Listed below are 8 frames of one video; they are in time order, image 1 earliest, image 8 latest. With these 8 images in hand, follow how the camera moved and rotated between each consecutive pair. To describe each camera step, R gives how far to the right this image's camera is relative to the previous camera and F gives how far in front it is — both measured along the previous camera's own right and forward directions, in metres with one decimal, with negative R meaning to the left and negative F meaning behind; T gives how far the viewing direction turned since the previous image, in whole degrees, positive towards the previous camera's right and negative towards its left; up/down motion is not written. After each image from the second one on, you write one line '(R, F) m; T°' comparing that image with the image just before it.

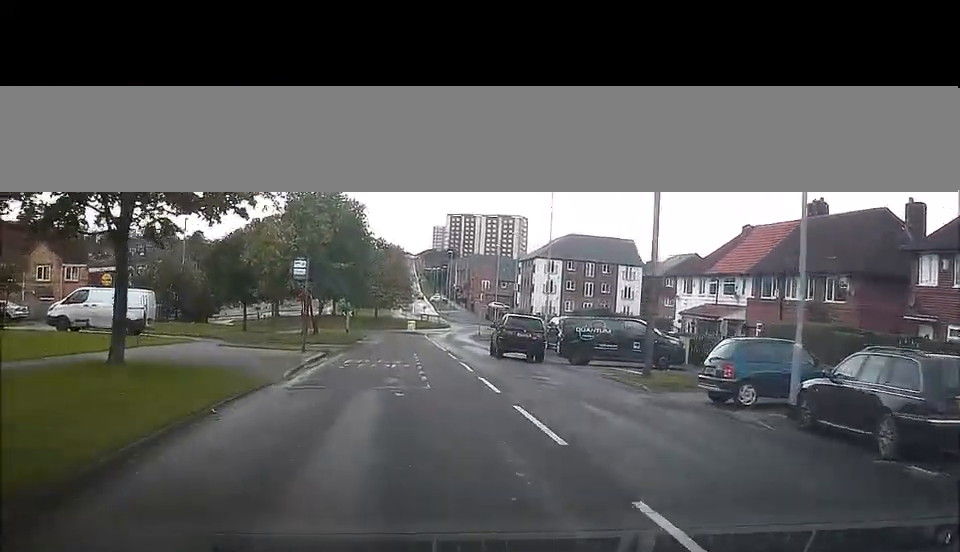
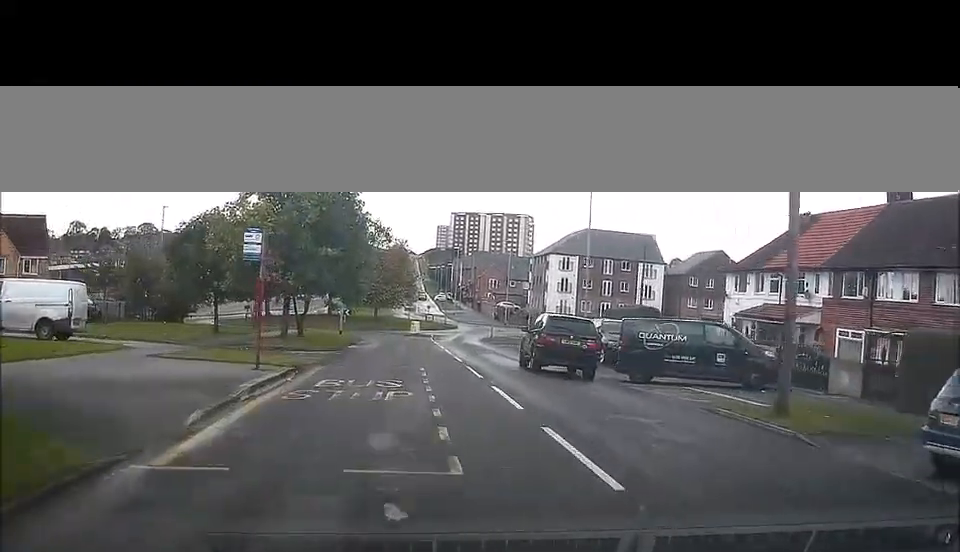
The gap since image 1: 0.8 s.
(+0.1, +8.1) m; +2°
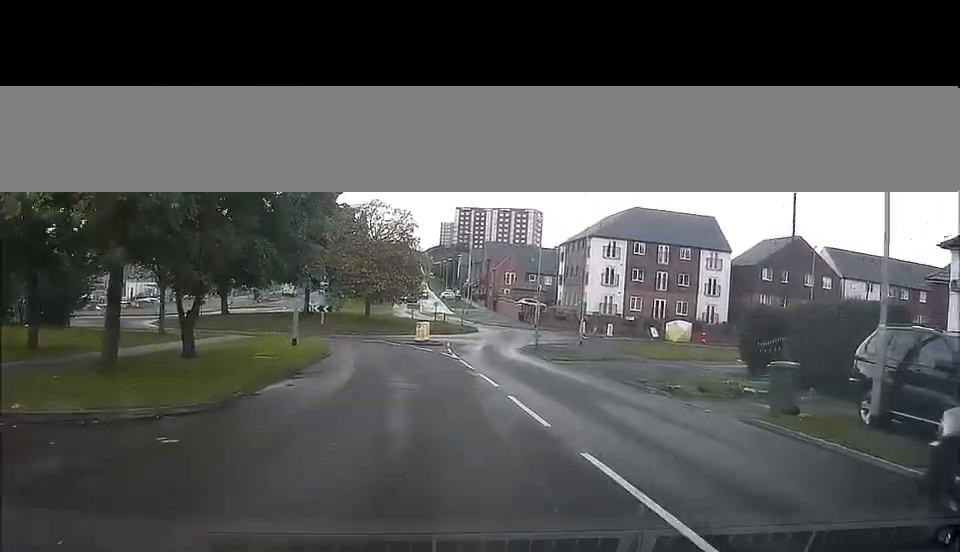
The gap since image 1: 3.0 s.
(+1.0, +21.1) m; +4°
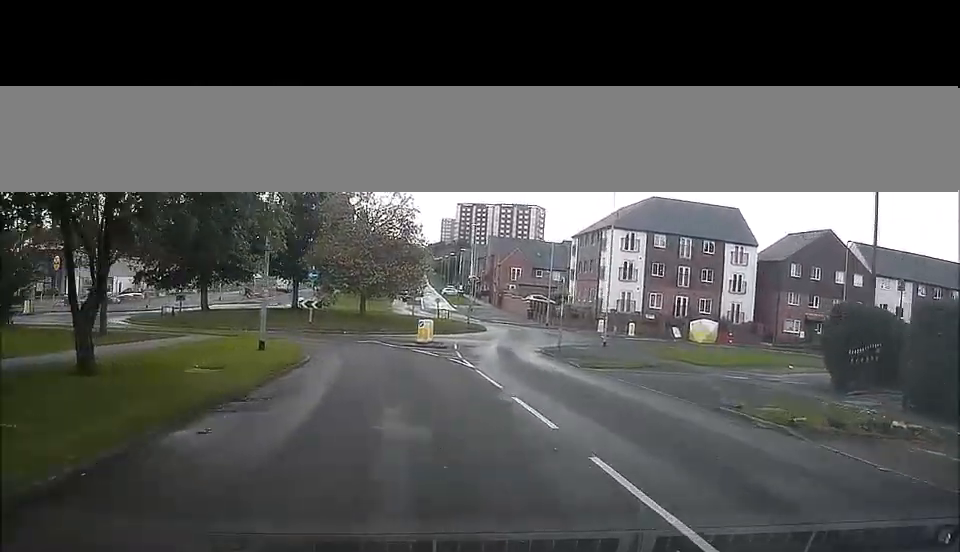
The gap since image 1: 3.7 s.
(0.0, +6.3) m; 0°
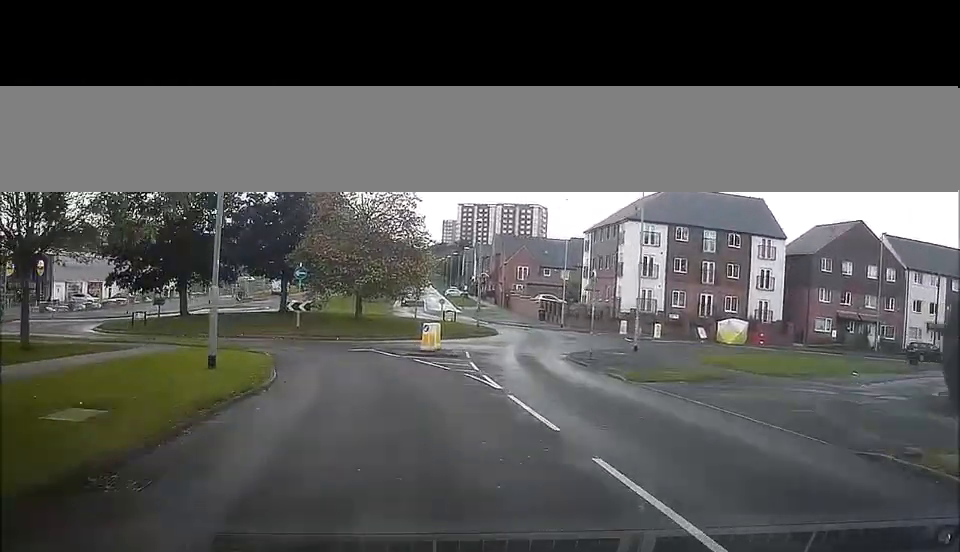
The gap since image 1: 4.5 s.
(+0.1, +6.0) m; -2°
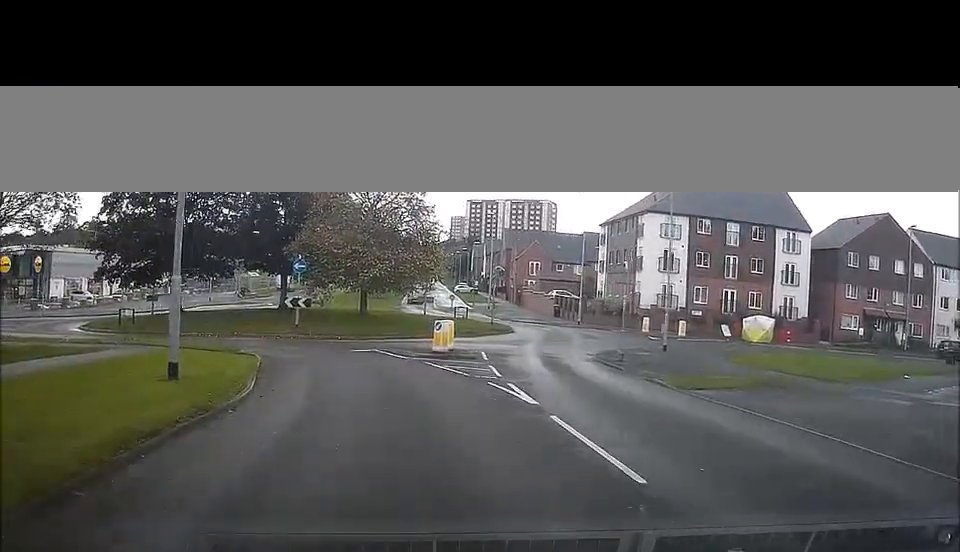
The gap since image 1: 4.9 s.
(-0.1, +3.3) m; -2°
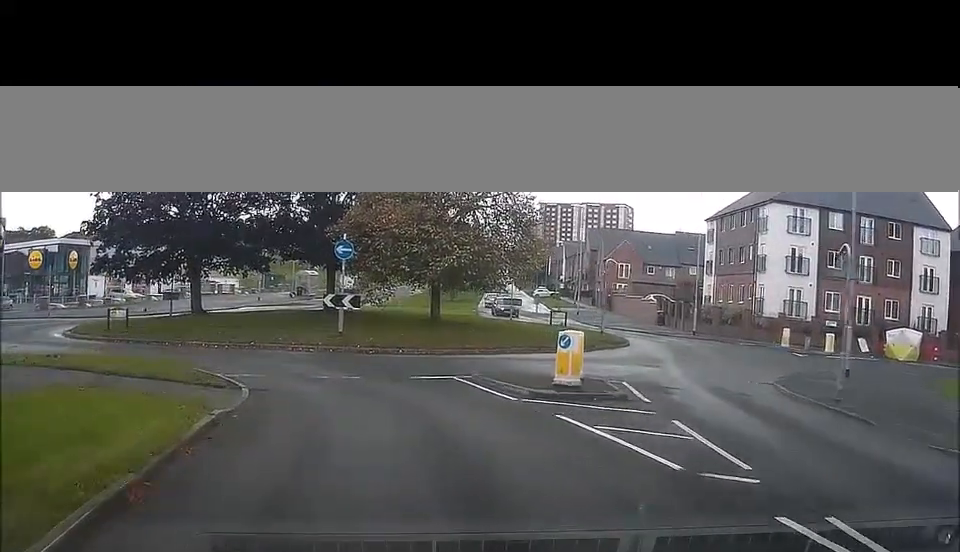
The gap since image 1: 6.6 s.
(-0.6, +11.1) m; -7°
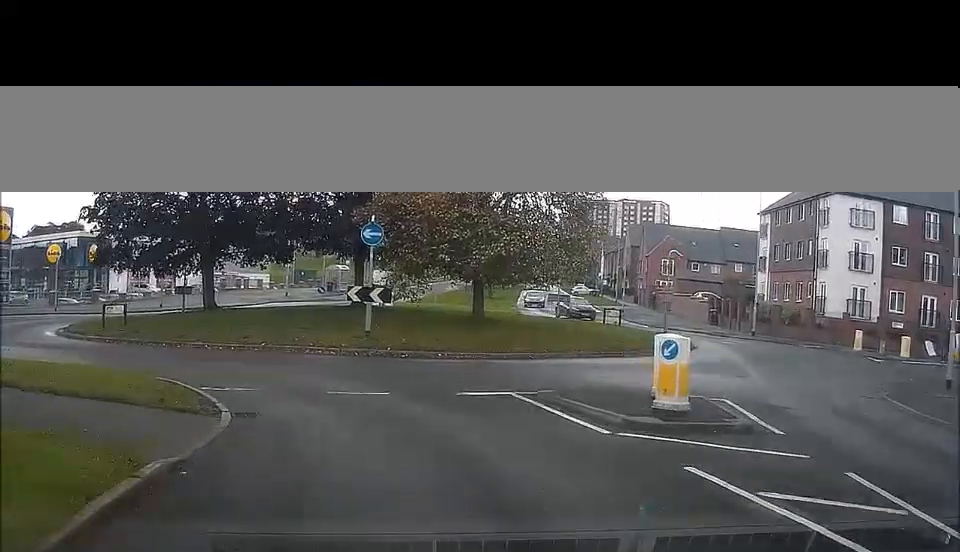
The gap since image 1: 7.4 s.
(0.0, +3.1) m; -5°
